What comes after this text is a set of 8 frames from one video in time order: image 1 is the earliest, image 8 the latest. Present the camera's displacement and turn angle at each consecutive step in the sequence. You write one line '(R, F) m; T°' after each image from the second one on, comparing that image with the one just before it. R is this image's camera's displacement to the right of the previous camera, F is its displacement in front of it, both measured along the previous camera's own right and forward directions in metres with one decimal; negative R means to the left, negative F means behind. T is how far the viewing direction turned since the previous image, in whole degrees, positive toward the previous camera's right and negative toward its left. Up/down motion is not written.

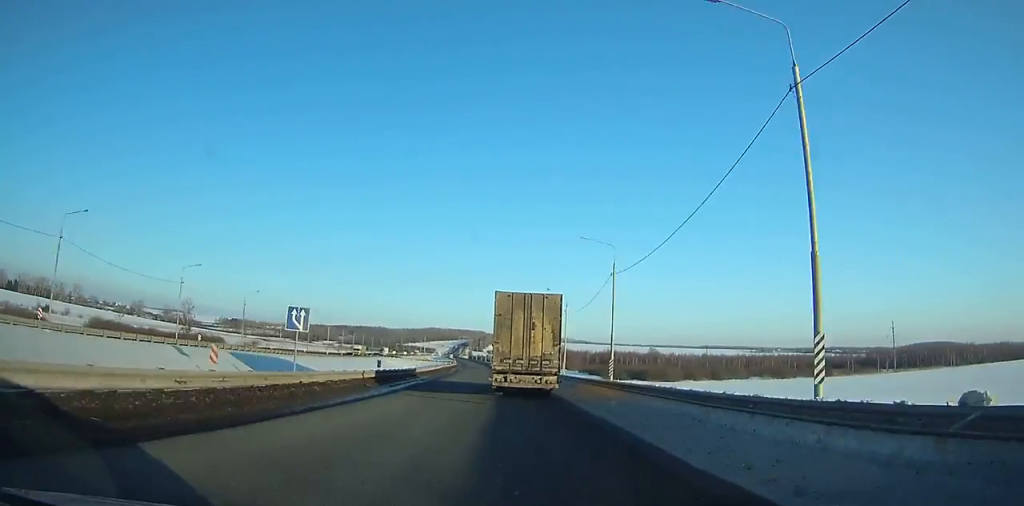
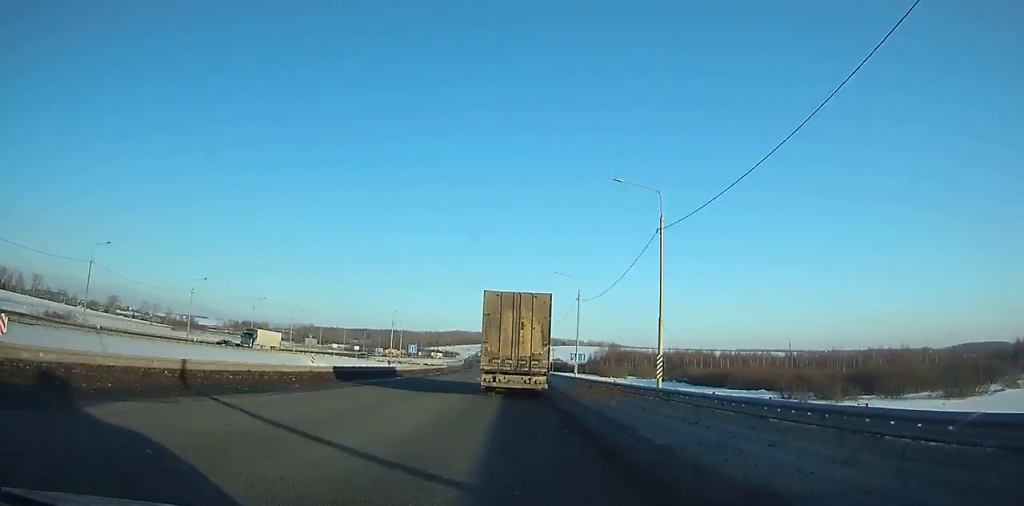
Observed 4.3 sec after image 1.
(-1.8, +103.9) m; -2°
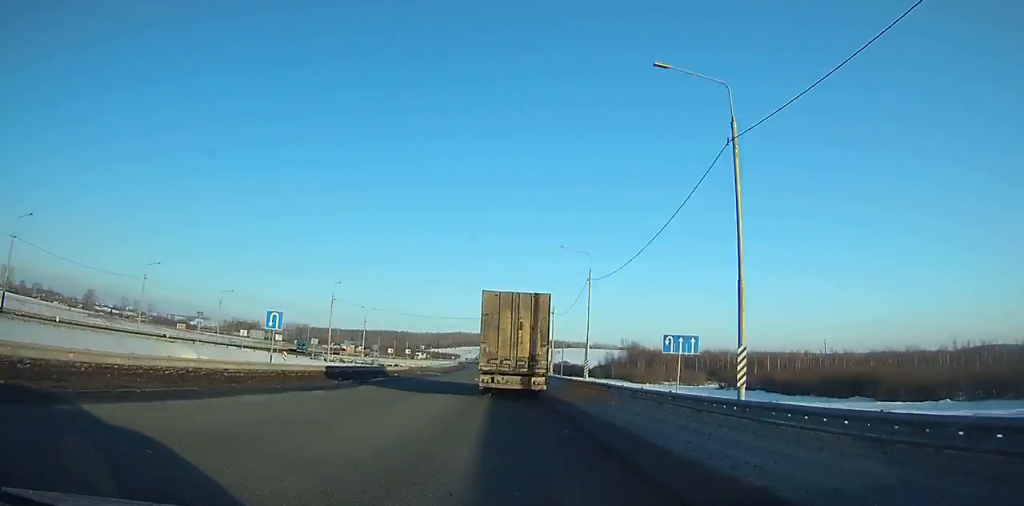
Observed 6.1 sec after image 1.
(-0.4, +44.1) m; -1°
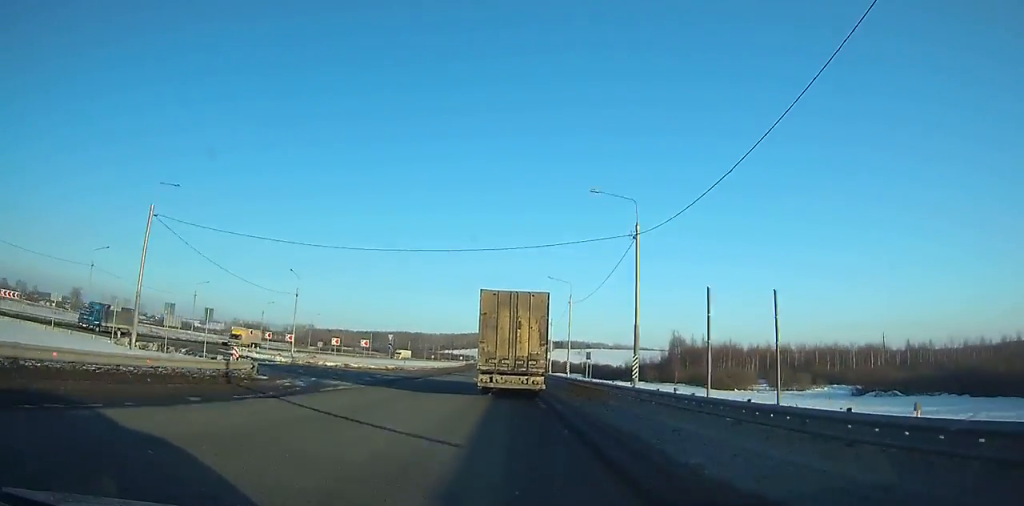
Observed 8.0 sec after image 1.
(-0.6, +47.1) m; -1°
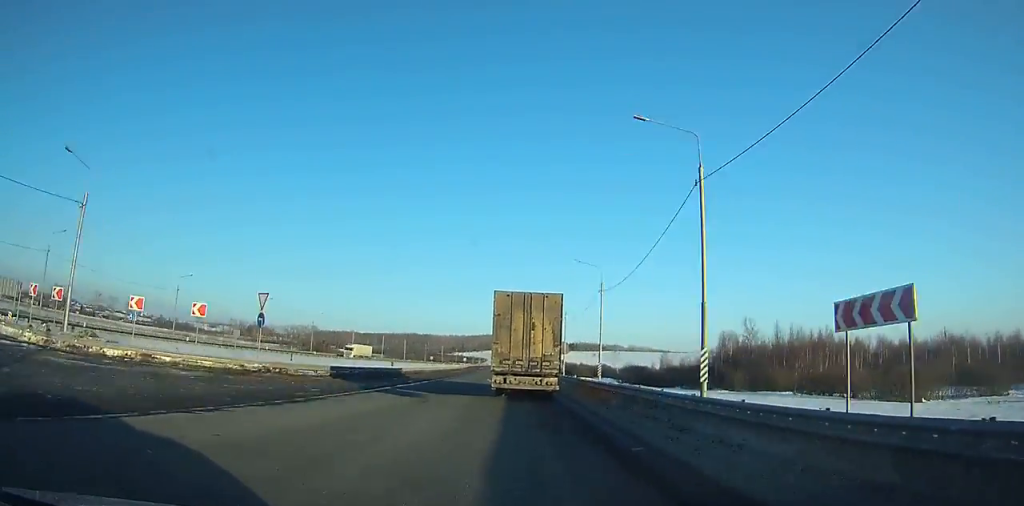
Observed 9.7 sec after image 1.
(-0.3, +42.7) m; -1°
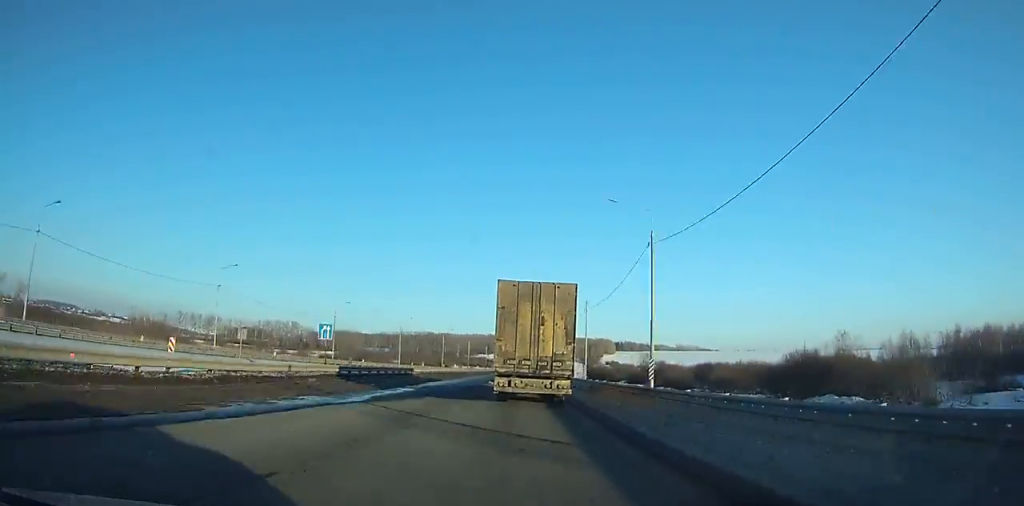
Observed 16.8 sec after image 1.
(-3.8, +175.1) m; -2°
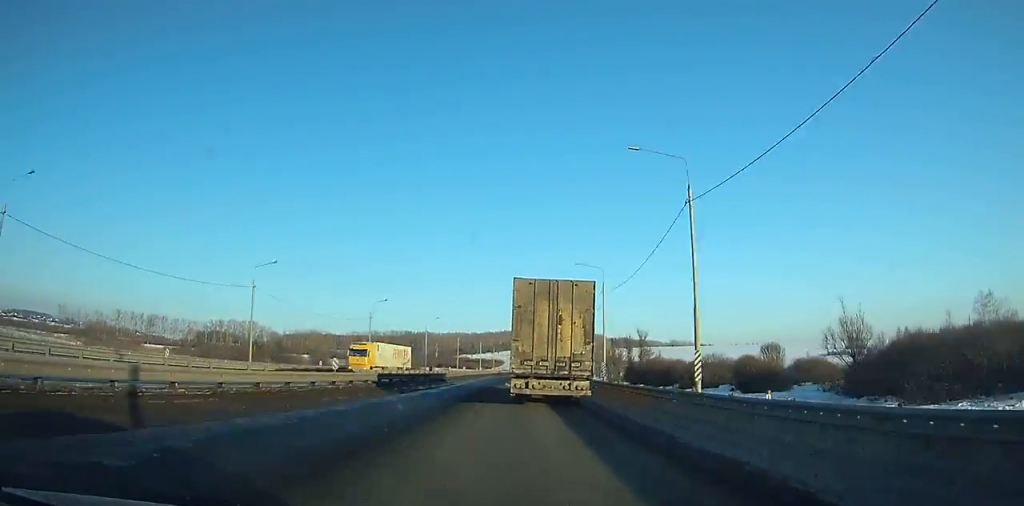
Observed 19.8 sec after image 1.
(0.0, +66.3) m; +1°
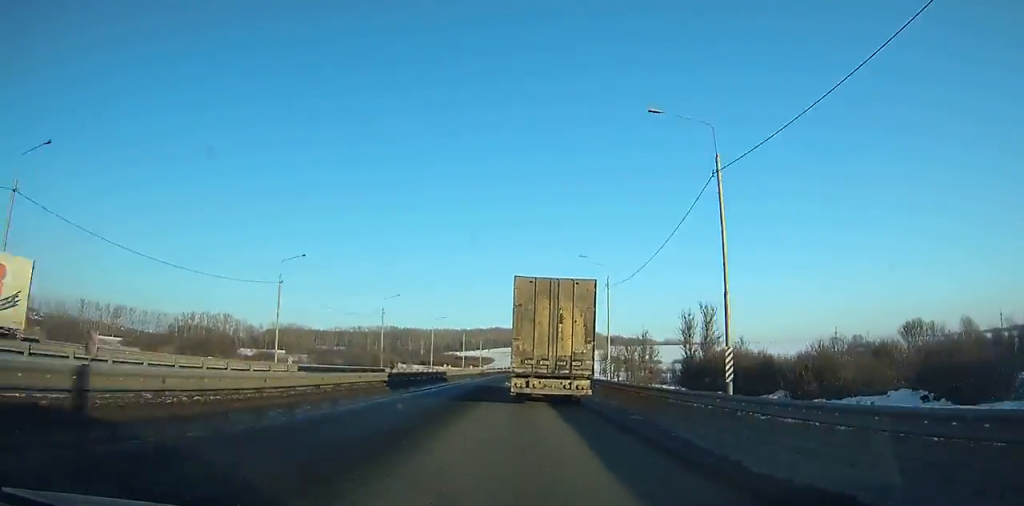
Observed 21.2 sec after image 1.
(+0.2, +30.6) m; +1°
